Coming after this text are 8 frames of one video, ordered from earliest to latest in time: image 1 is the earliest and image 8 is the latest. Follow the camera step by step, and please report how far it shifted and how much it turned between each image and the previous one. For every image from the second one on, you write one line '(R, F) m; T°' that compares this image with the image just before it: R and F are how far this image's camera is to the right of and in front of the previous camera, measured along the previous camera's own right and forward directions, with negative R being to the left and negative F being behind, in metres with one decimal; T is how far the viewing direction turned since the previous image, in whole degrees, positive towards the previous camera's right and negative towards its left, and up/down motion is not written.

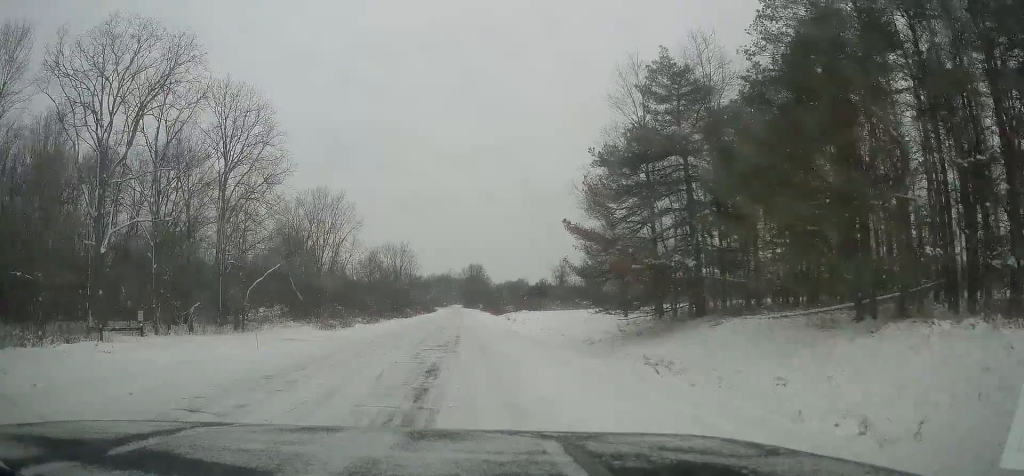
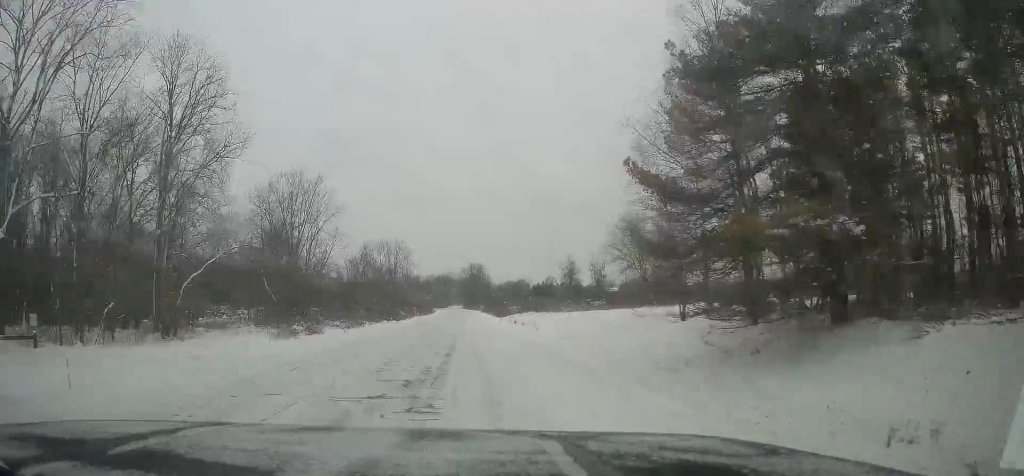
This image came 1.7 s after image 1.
(+0.6, +11.6) m; +2°
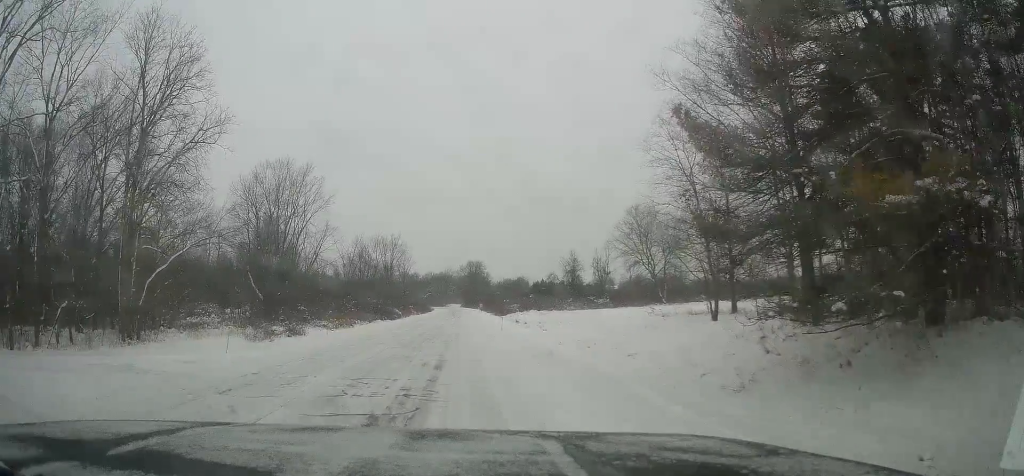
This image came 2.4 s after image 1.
(0.0, +4.5) m; -3°
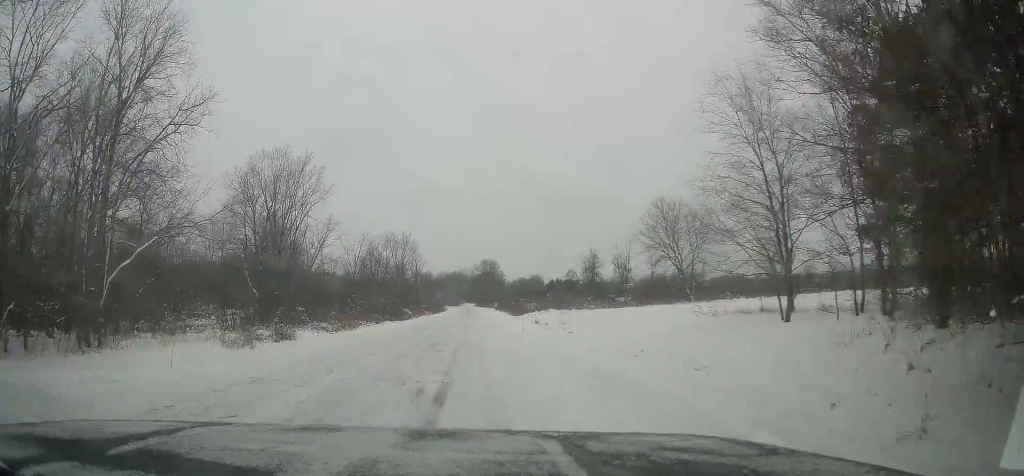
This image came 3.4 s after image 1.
(-0.4, +6.0) m; -2°
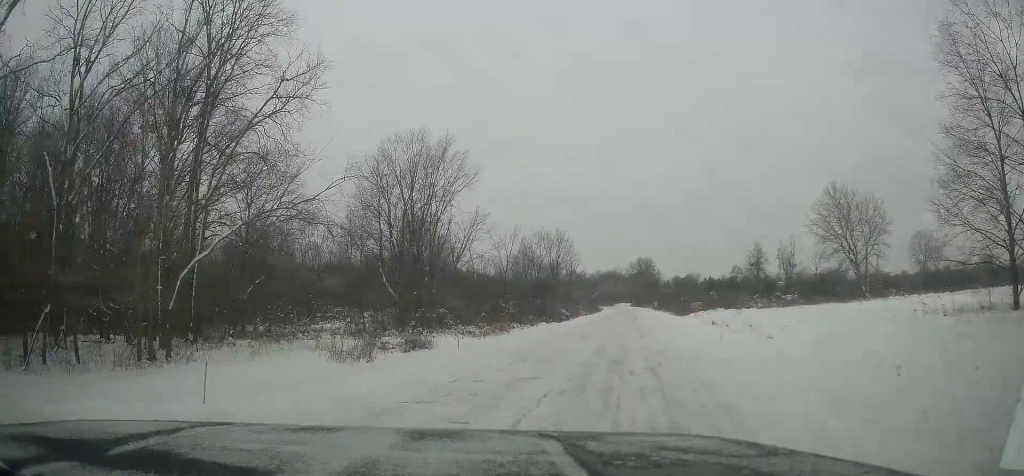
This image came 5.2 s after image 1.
(-0.3, +8.1) m; -15°
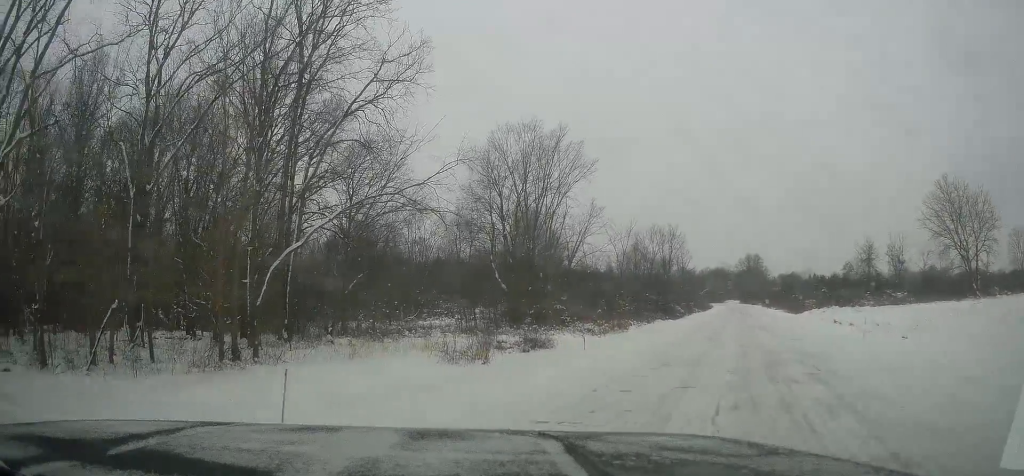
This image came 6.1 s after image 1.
(-0.3, +2.4) m; -18°
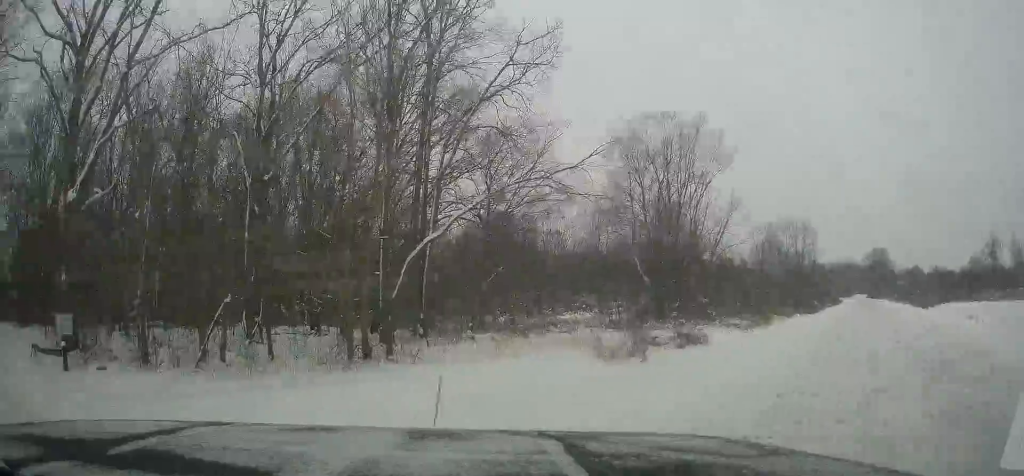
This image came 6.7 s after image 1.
(-0.4, +1.7) m; -19°
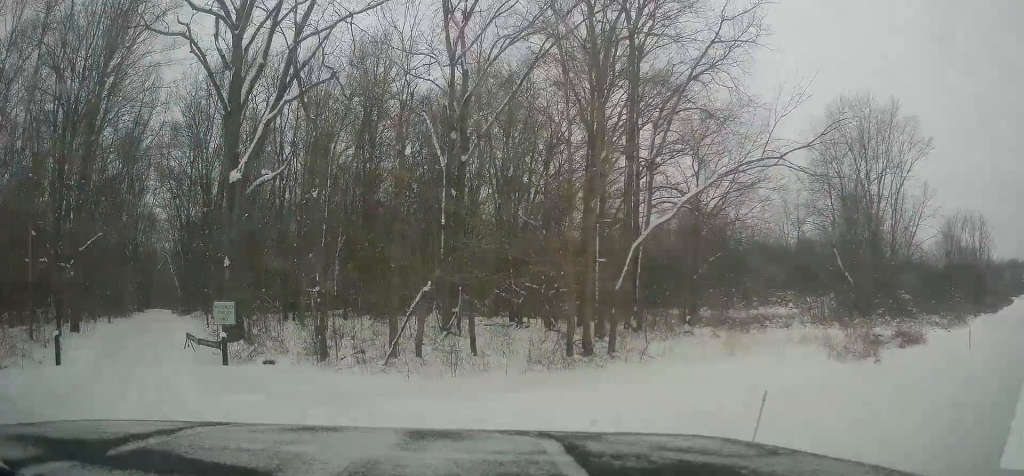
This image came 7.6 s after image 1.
(-0.5, +2.1) m; -22°
